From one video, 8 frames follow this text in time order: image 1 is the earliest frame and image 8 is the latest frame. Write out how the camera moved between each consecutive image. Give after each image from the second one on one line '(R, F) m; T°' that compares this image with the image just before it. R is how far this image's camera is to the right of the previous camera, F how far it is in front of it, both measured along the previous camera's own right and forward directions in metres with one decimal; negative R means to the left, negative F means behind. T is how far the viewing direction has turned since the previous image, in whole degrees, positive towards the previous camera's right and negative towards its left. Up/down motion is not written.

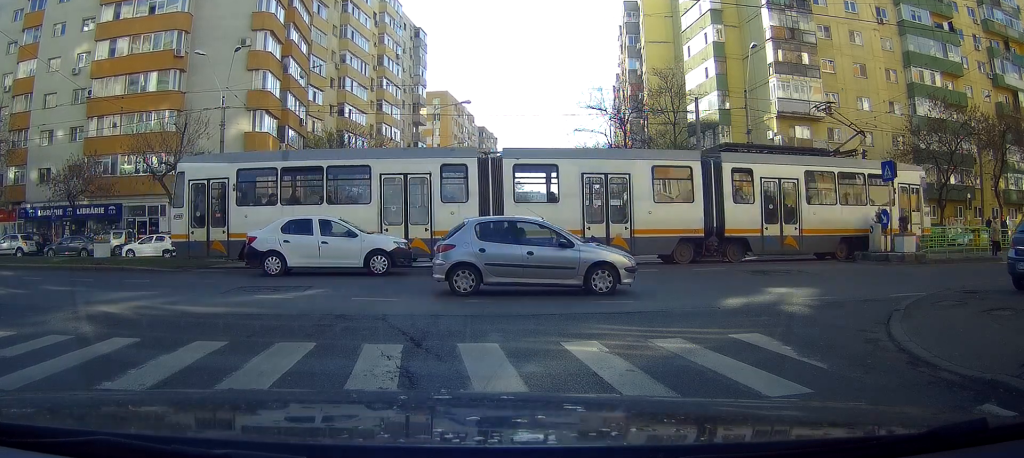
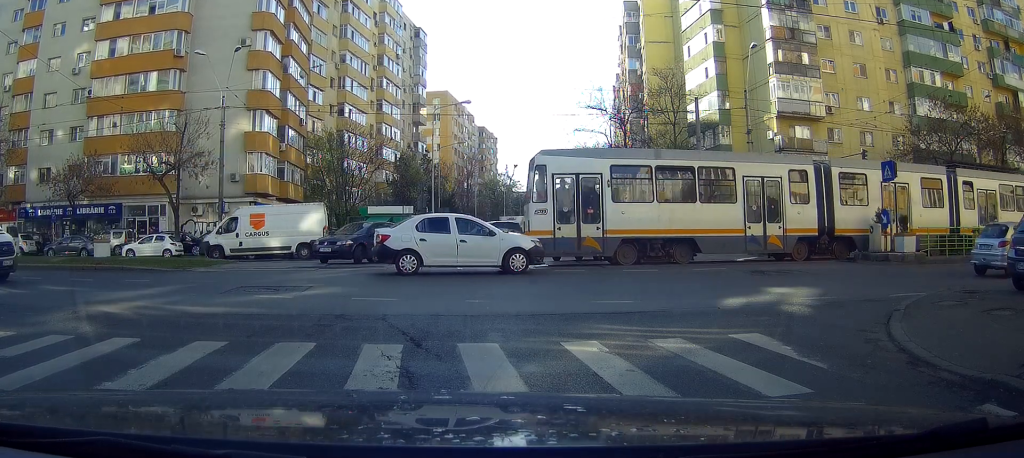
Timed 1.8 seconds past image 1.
(0.0, 0.0) m; 0°
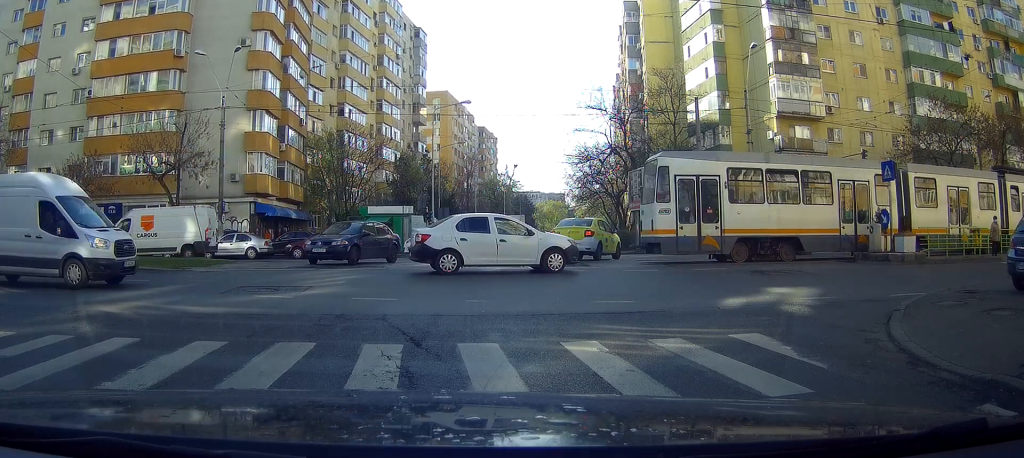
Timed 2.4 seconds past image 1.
(0.0, 0.0) m; 0°
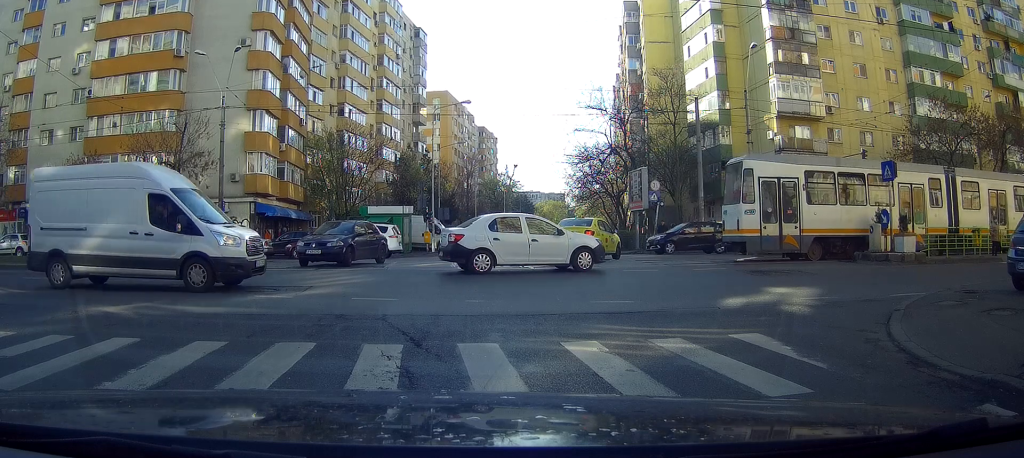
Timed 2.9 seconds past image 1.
(0.0, 0.0) m; 0°
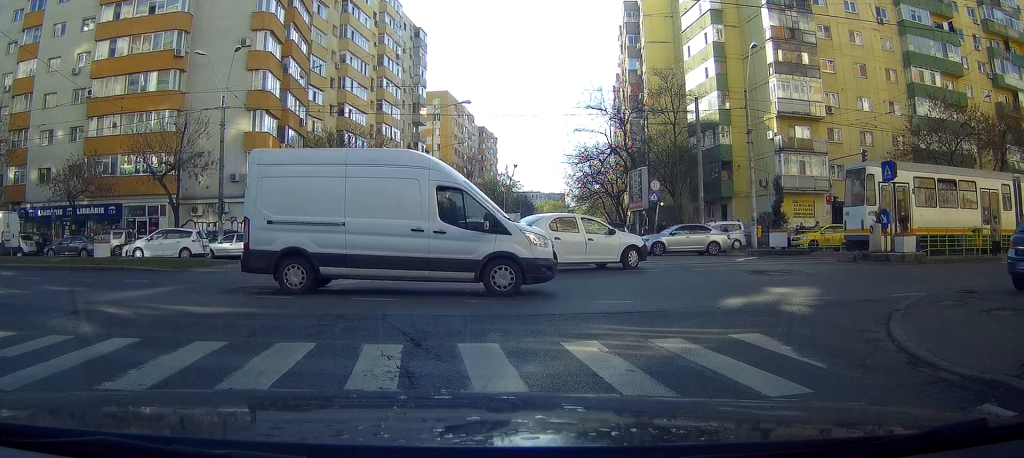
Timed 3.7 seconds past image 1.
(0.0, 0.0) m; 0°
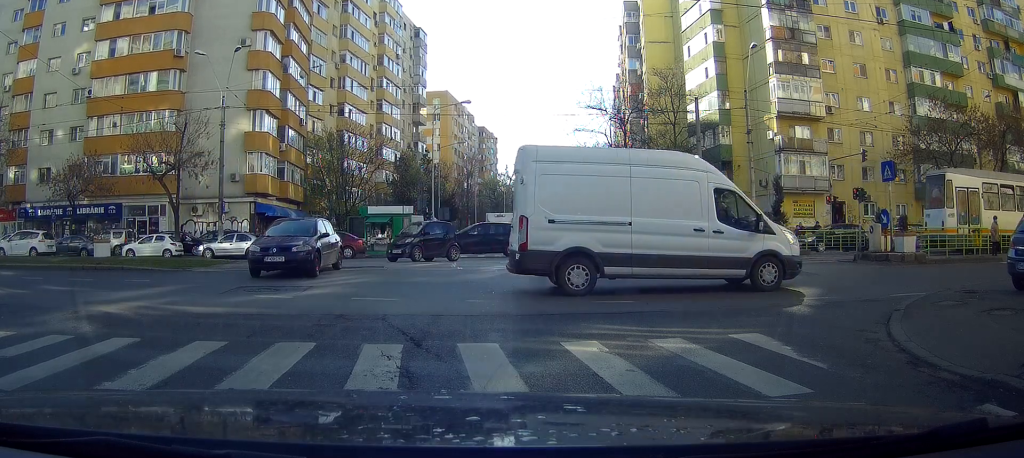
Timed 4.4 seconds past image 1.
(0.0, 0.0) m; 0°
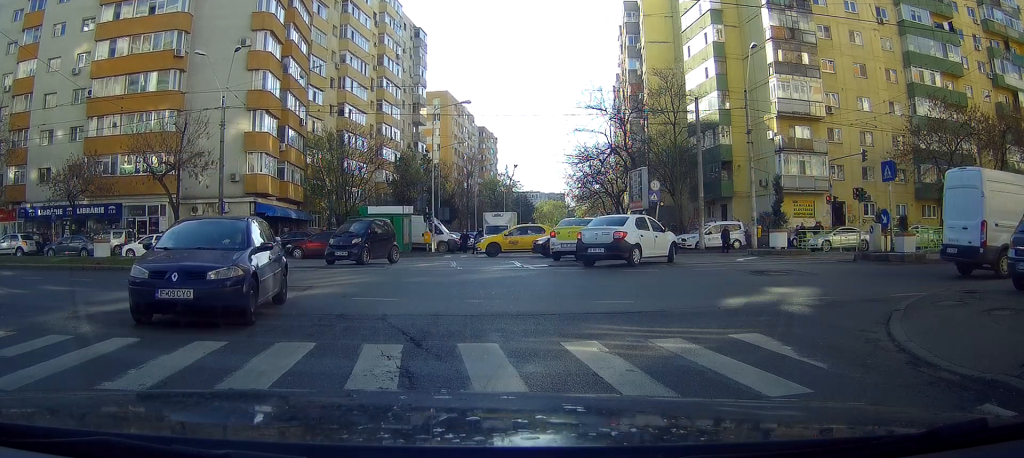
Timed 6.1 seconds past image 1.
(0.0, 0.0) m; 0°
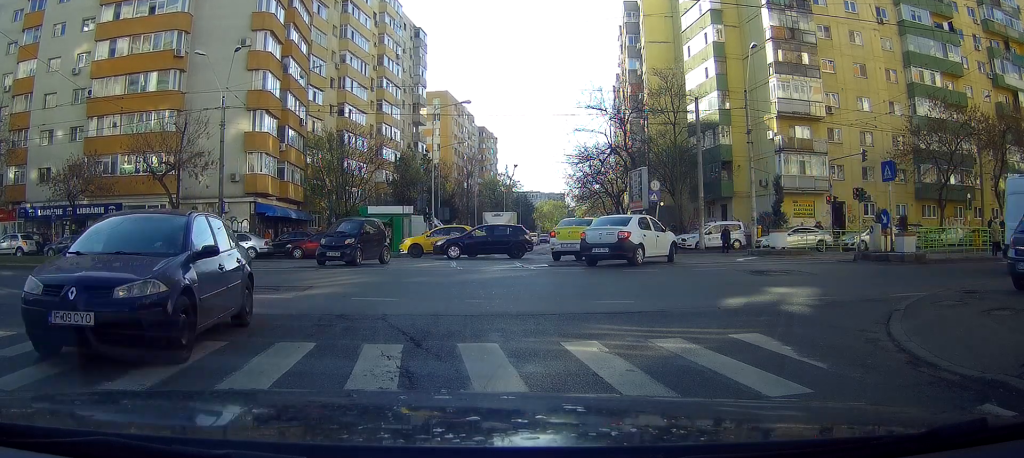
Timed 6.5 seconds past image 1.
(0.0, 0.0) m; 0°
